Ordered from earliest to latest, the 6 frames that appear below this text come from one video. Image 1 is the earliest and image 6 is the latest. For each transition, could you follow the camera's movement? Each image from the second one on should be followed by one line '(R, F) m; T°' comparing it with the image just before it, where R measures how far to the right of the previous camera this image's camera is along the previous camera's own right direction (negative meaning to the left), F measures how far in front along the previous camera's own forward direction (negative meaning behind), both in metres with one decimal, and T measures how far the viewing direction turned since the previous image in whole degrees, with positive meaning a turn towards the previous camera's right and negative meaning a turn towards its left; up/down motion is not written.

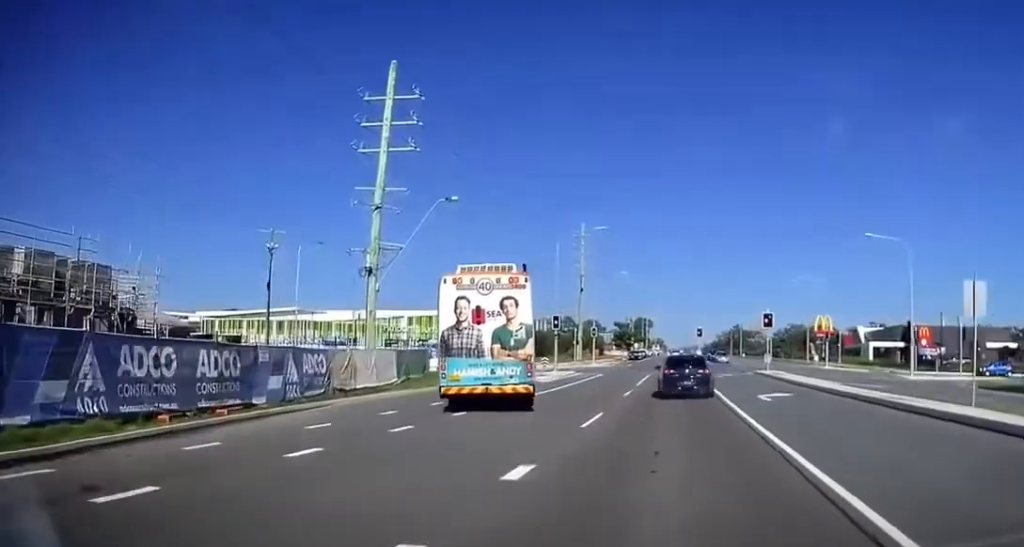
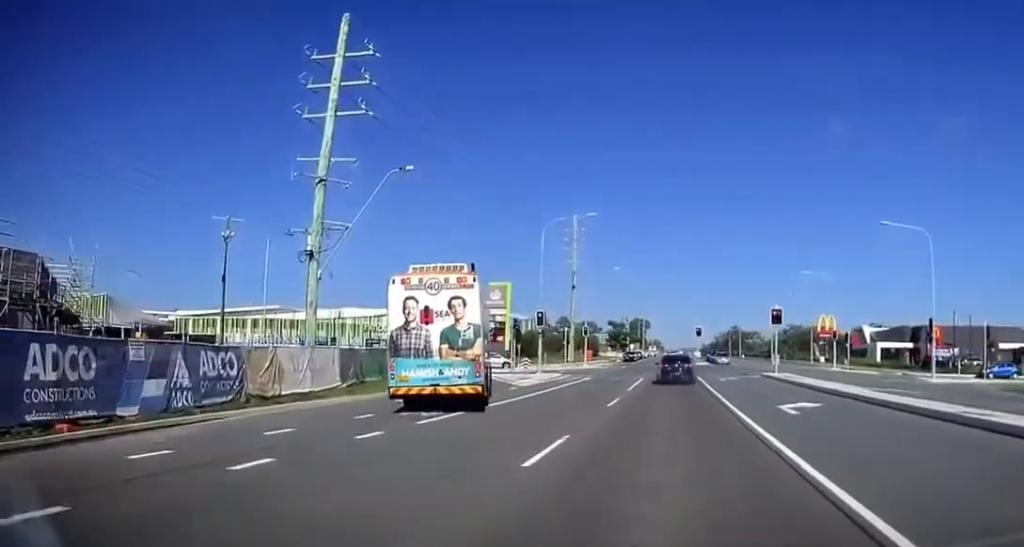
(+0.2, +5.6) m; 0°
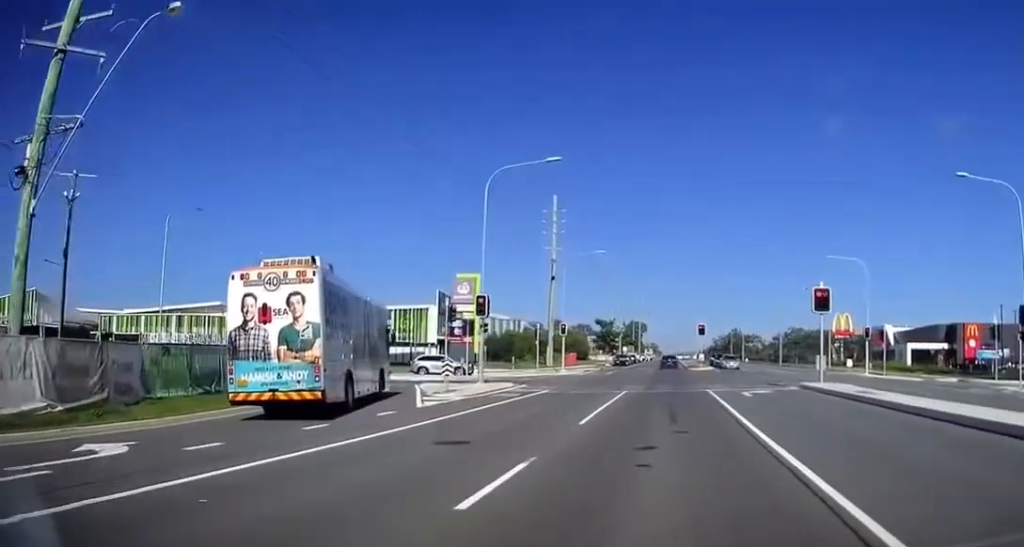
(-0.4, +14.9) m; -2°
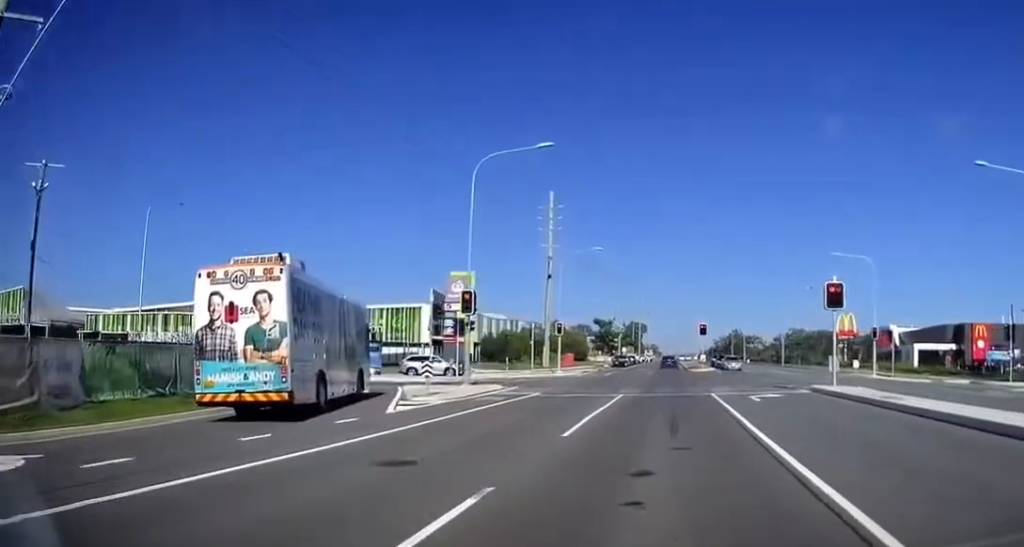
(0.0, +2.7) m; 0°
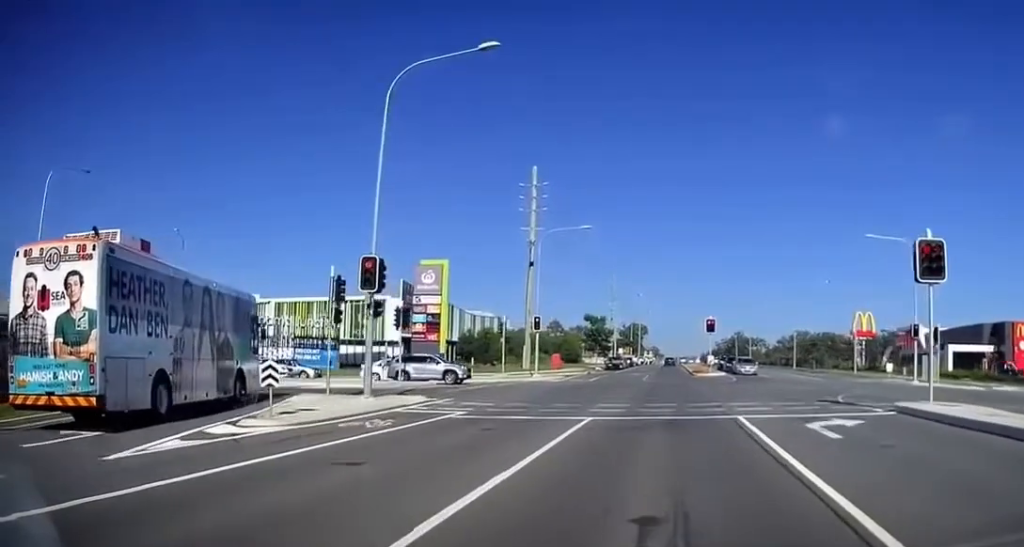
(-0.1, +10.9) m; 0°
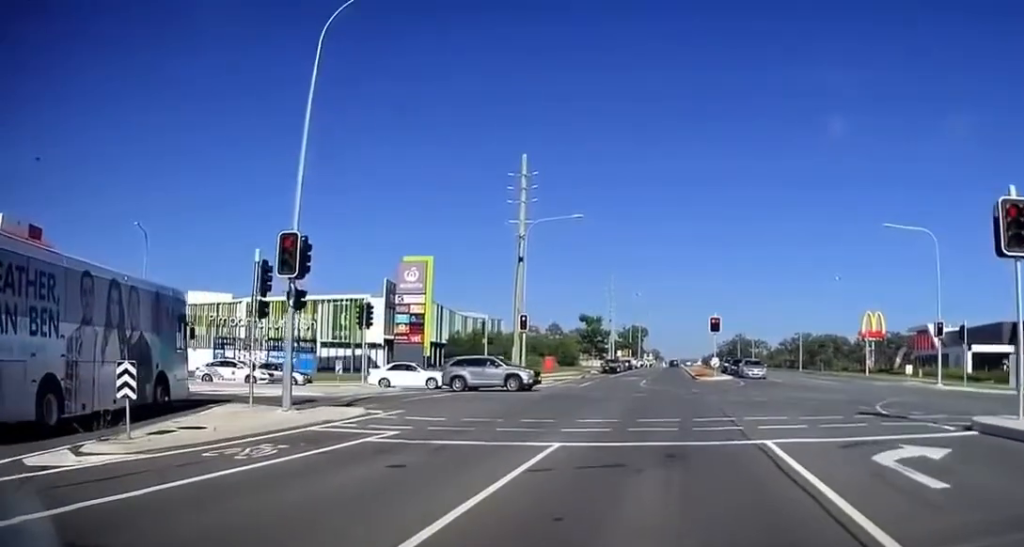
(+0.1, +5.1) m; -1°
